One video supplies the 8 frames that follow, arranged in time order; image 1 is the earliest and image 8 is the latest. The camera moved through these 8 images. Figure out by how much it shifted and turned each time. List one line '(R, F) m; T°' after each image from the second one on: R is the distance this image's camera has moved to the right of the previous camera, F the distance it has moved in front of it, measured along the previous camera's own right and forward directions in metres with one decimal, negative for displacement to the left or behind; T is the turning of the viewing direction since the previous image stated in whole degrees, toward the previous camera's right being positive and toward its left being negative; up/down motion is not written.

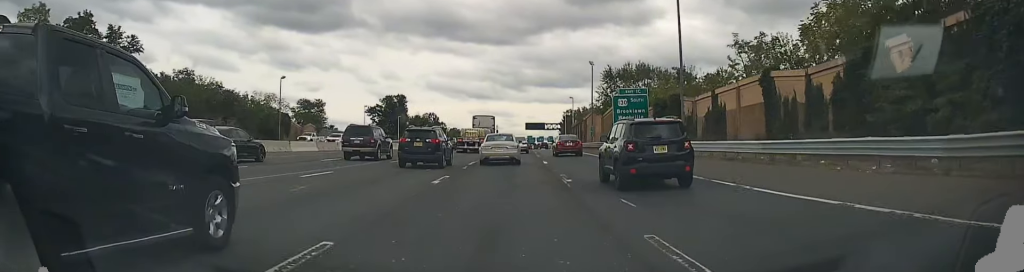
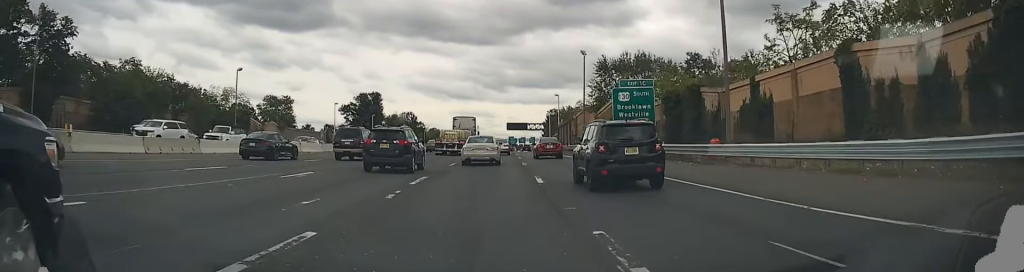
(-0.2, +11.4) m; 0°
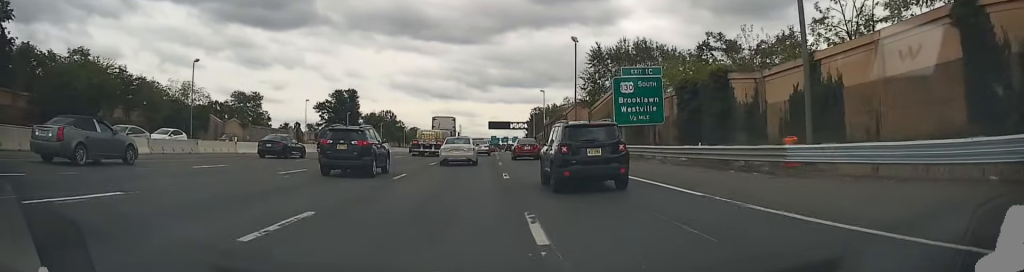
(+0.2, +9.7) m; +2°
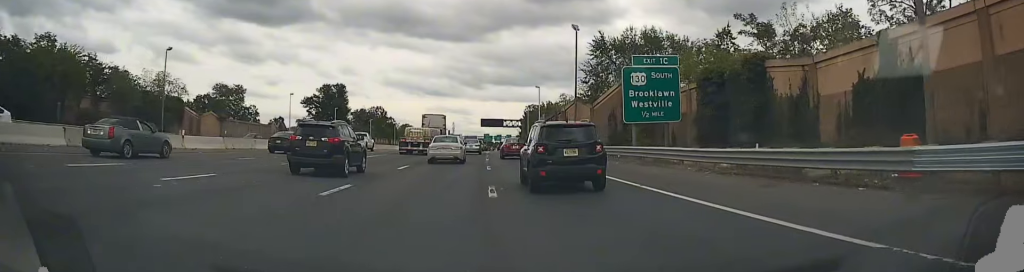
(+0.1, +6.6) m; 0°
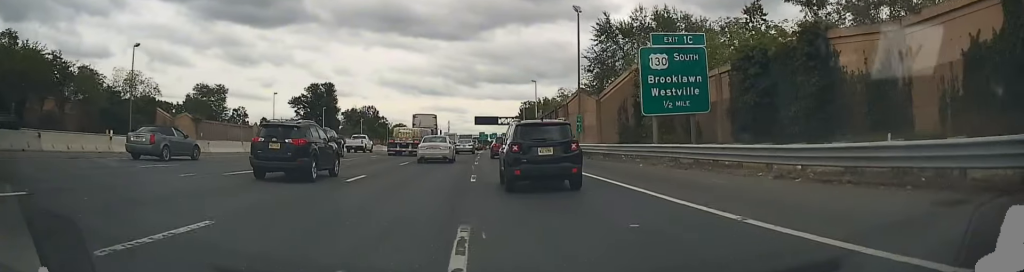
(+0.1, +7.4) m; 0°
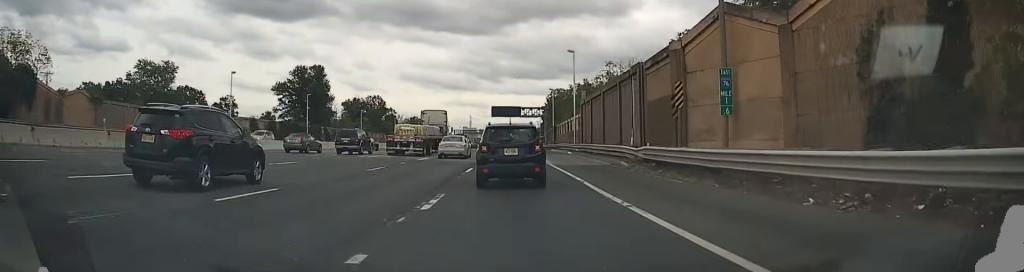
(-0.1, +32.1) m; -2°
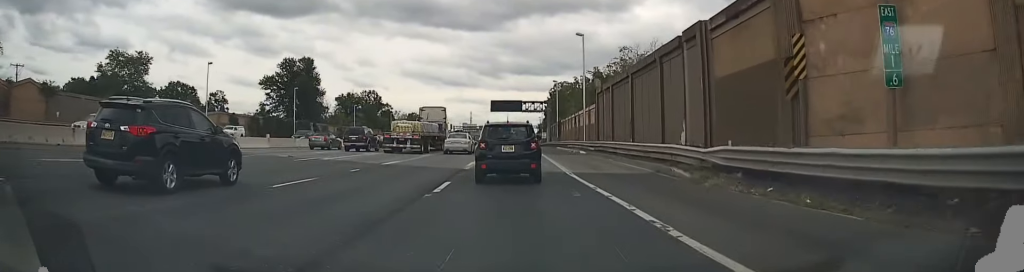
(-0.3, +9.3) m; -1°
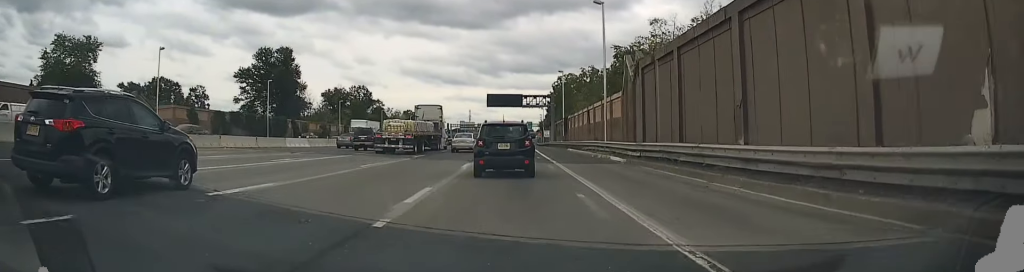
(0.0, +14.6) m; 0°
